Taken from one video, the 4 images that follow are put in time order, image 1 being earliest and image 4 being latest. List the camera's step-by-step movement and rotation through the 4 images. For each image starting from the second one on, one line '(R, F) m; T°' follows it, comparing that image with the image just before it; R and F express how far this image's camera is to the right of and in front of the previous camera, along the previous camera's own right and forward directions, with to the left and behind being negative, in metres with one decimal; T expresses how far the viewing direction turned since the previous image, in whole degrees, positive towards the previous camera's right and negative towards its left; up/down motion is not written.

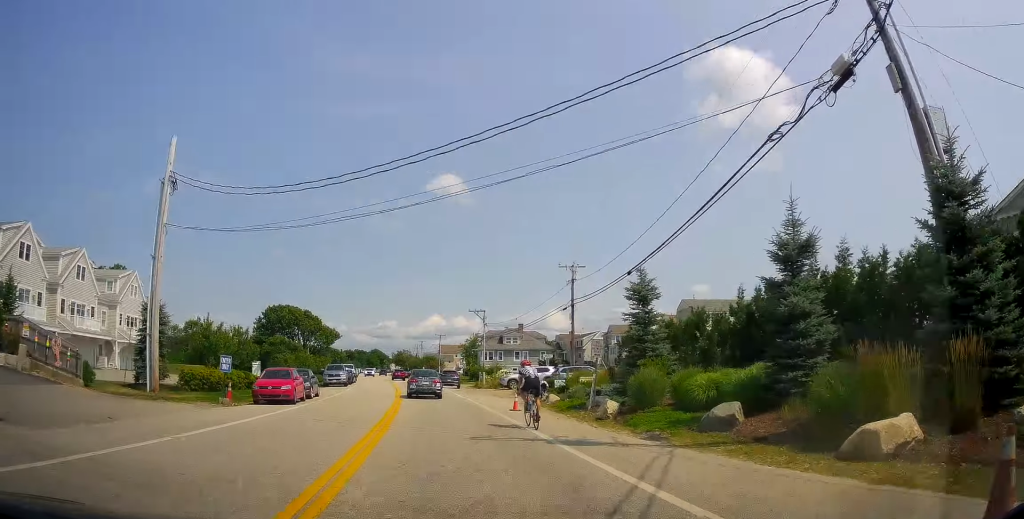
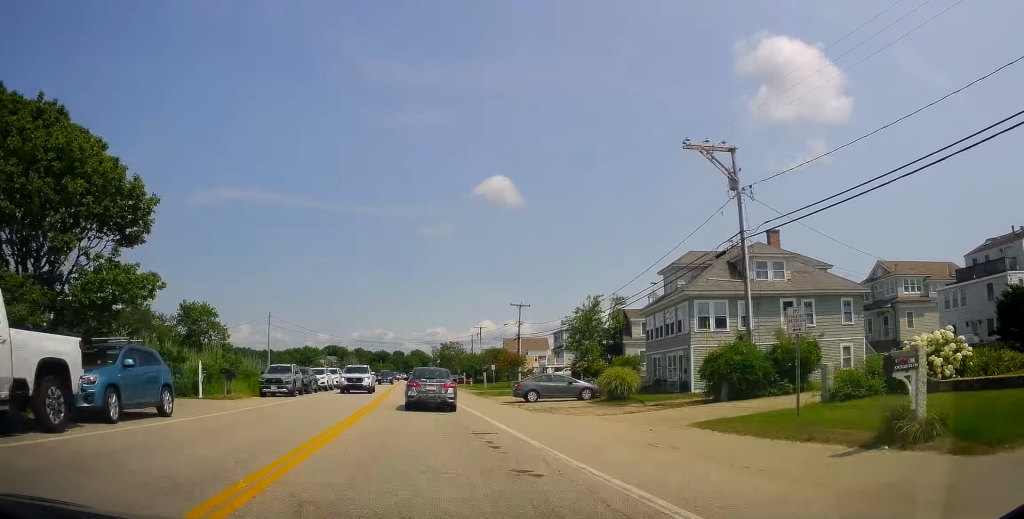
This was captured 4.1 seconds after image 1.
(-2.5, +63.8) m; -3°
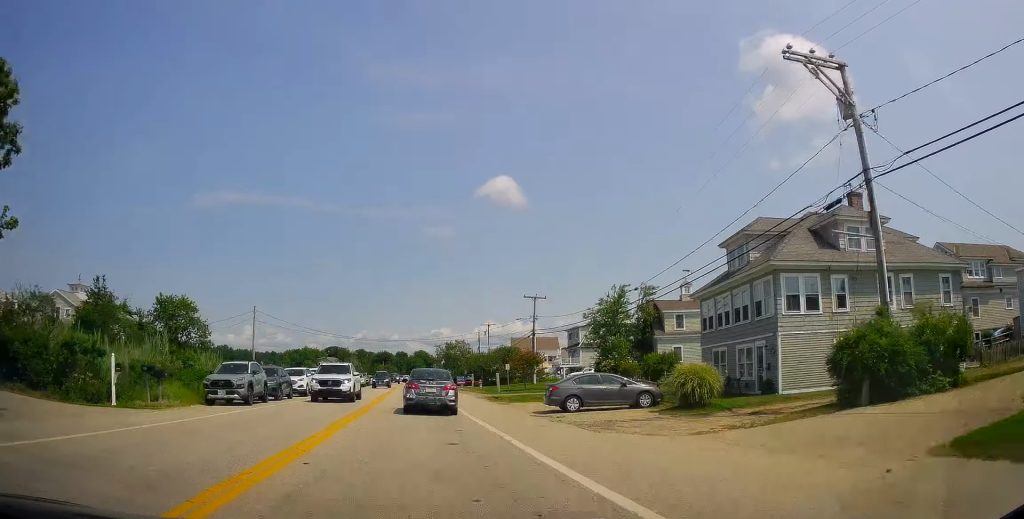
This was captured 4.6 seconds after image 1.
(0.0, +8.0) m; -1°
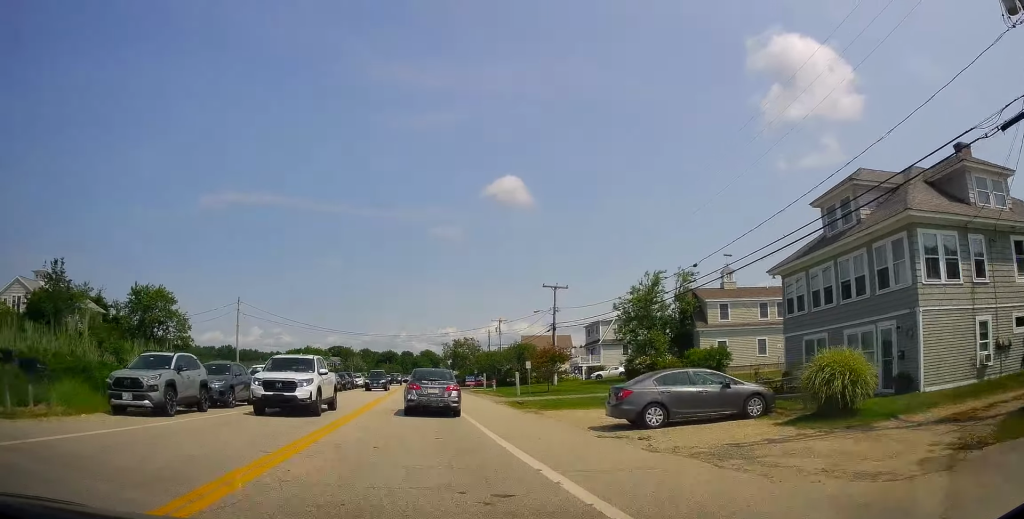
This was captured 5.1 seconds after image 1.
(+0.1, +8.0) m; -1°
